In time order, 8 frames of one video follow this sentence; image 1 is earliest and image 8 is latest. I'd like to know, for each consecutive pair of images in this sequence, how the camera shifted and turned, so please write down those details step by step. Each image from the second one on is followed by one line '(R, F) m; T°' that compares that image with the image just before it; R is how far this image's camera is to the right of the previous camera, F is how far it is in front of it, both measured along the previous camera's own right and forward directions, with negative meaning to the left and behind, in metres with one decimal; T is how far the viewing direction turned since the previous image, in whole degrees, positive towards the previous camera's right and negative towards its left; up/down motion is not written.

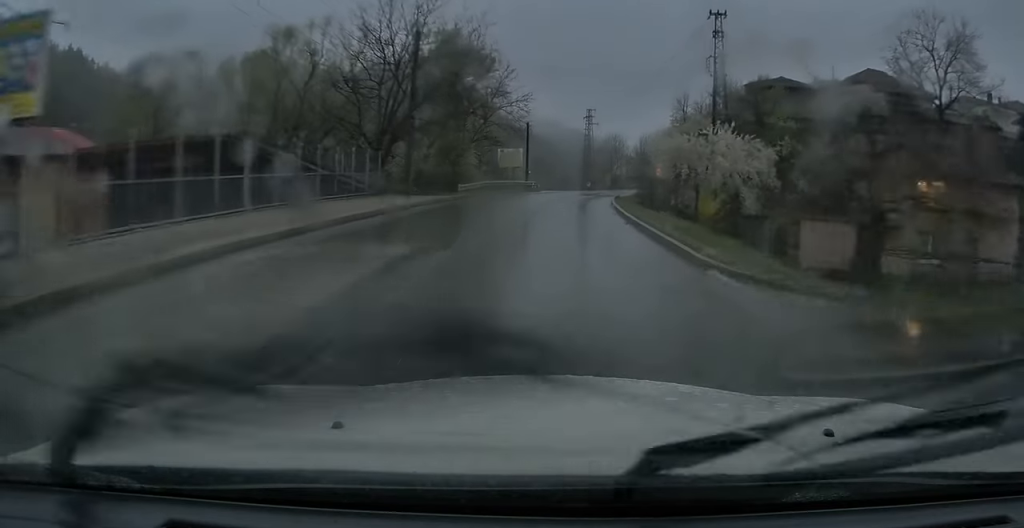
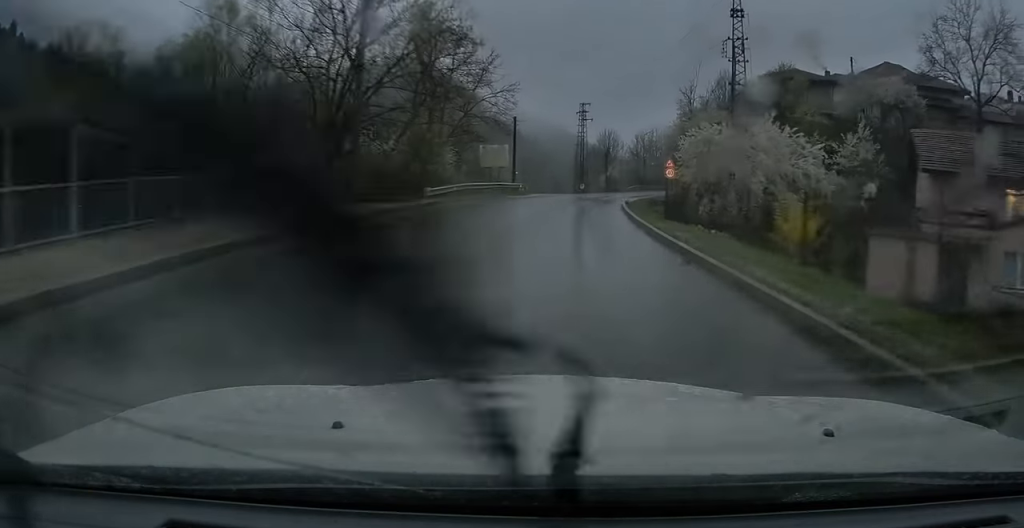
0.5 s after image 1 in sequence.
(+0.3, +7.5) m; +2°
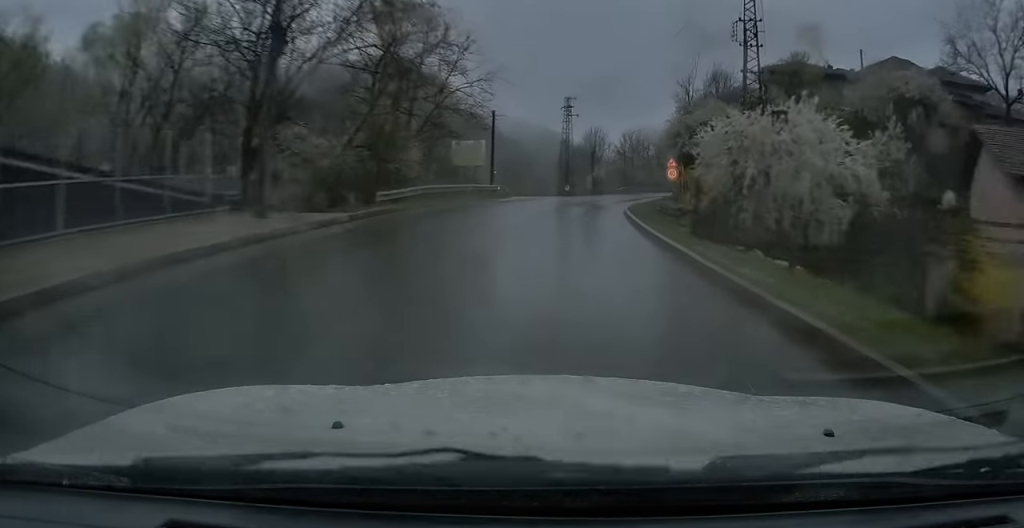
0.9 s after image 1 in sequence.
(0.0, +6.0) m; +2°
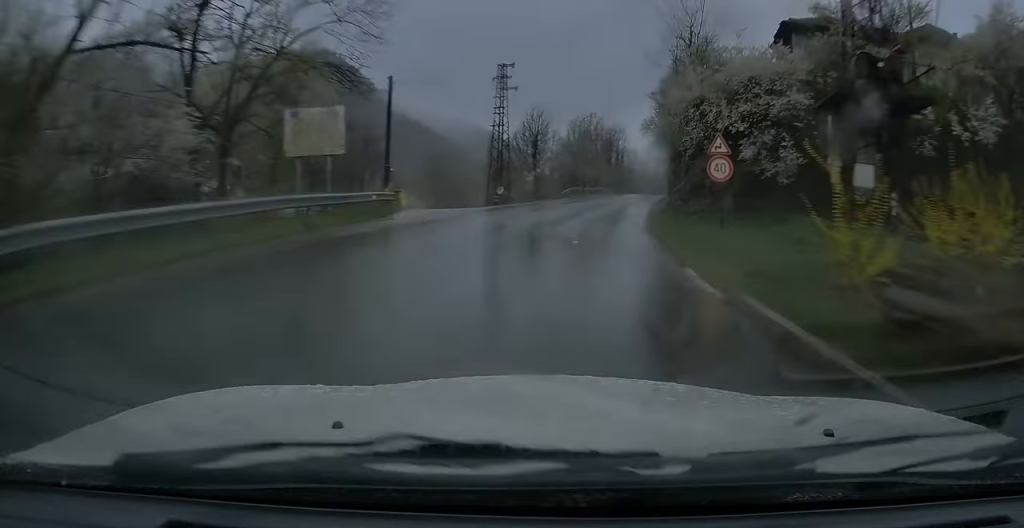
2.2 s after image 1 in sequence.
(+1.0, +19.3) m; +5°
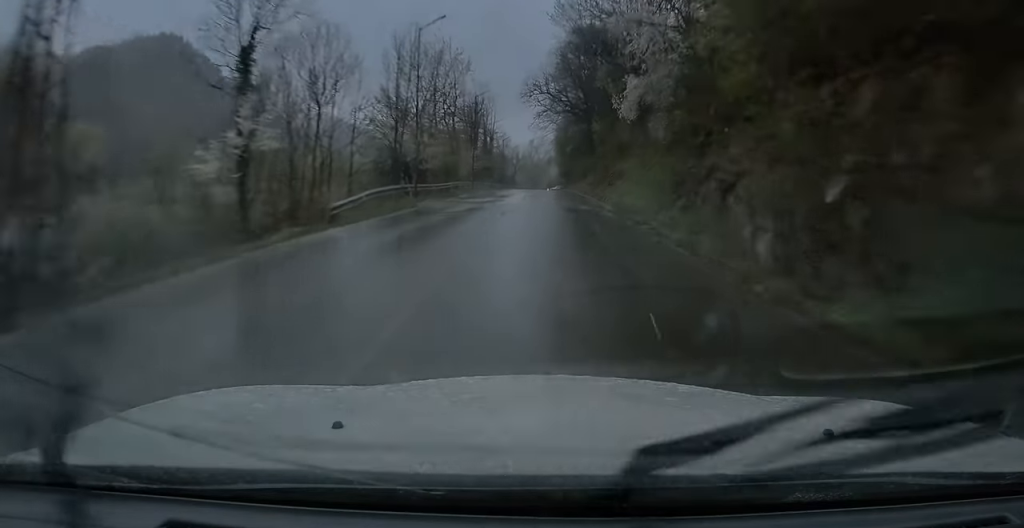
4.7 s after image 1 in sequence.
(+3.4, +37.5) m; +9°
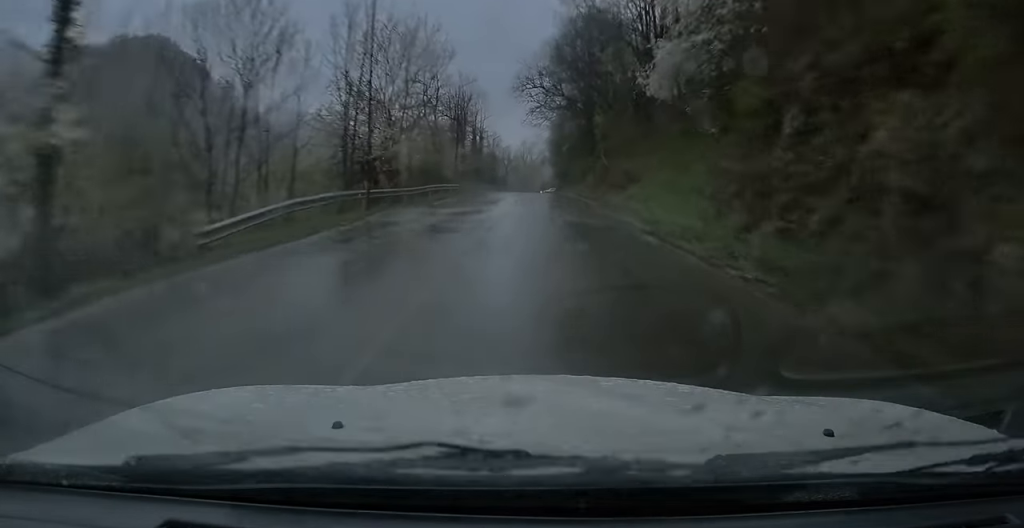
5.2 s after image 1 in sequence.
(+0.1, +7.6) m; +1°
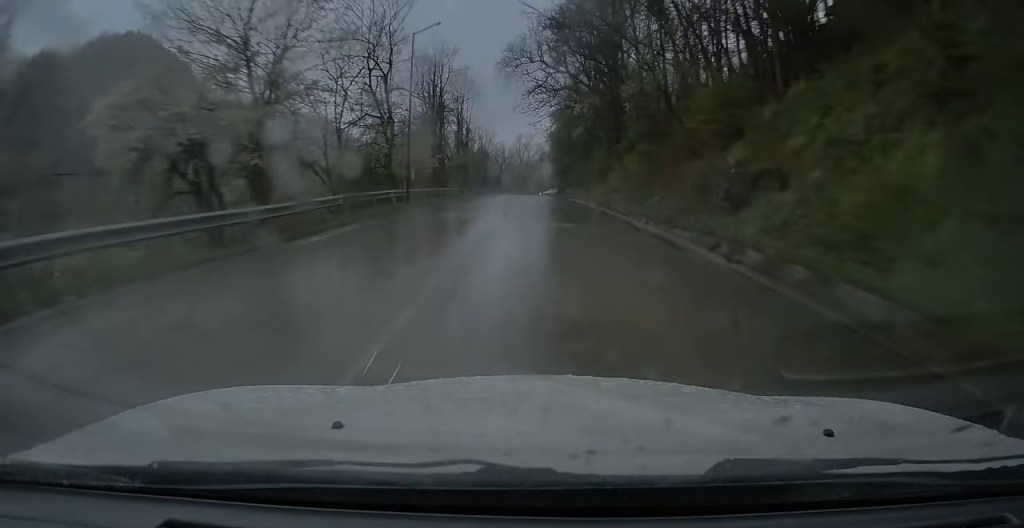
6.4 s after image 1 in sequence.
(+0.3, +17.8) m; +1°
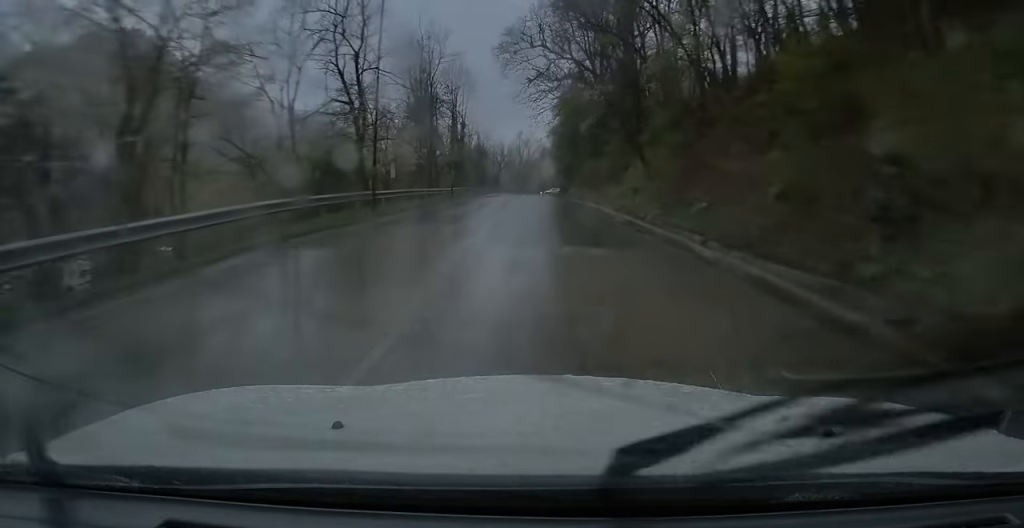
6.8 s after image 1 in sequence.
(+0.1, +6.6) m; 0°
